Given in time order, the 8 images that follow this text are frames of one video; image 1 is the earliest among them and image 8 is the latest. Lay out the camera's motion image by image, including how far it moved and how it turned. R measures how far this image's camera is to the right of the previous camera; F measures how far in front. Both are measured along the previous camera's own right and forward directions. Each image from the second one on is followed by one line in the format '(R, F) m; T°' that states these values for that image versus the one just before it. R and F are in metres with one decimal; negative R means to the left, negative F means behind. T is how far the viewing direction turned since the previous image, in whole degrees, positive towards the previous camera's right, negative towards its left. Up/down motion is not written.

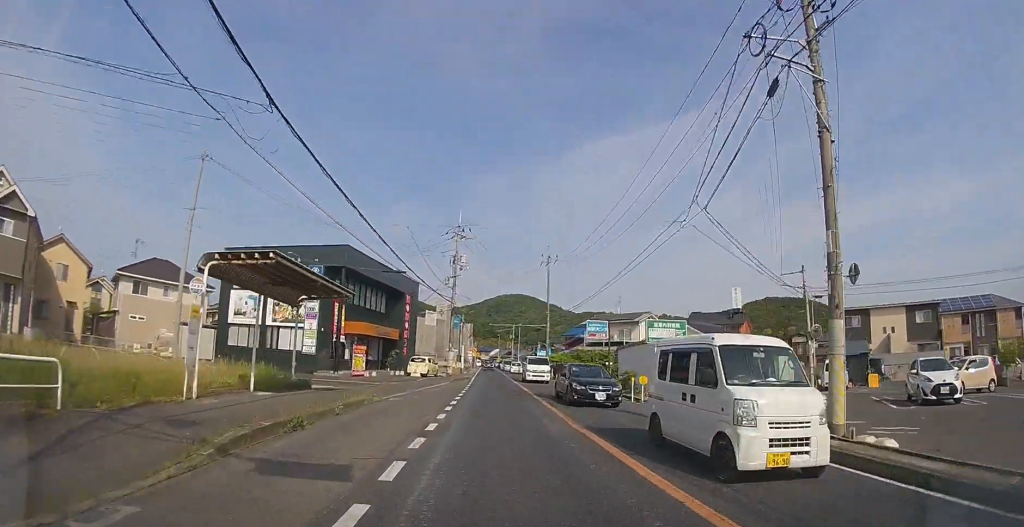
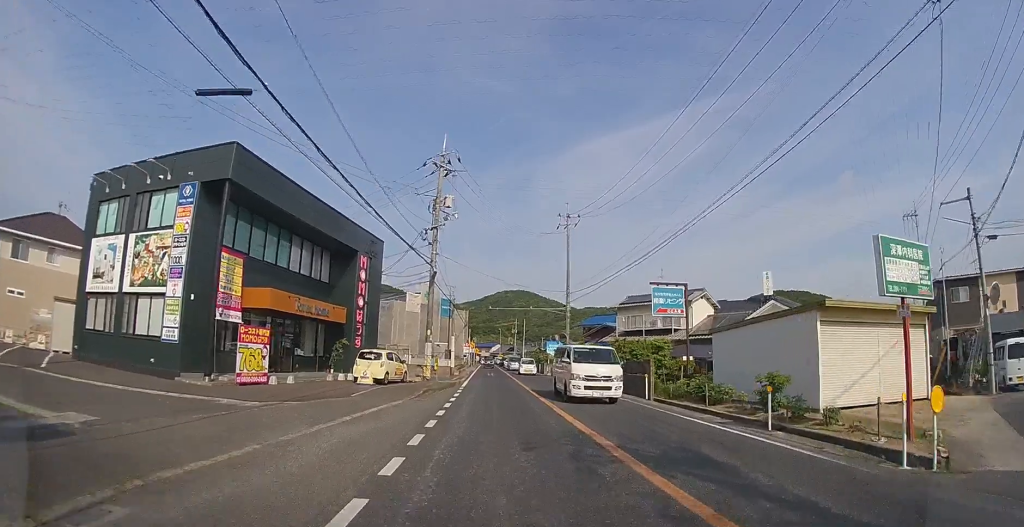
(-0.1, +13.9) m; 0°
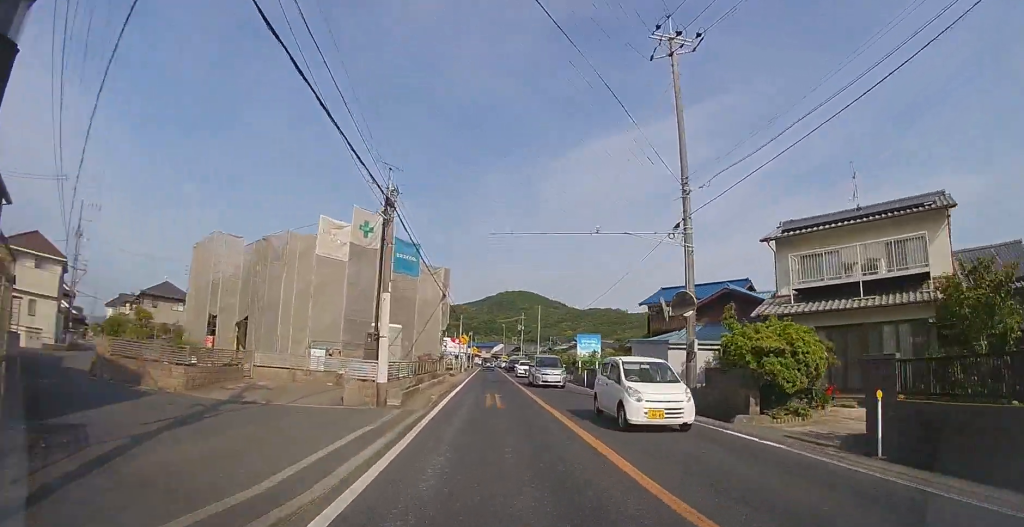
(0.0, +24.6) m; 0°
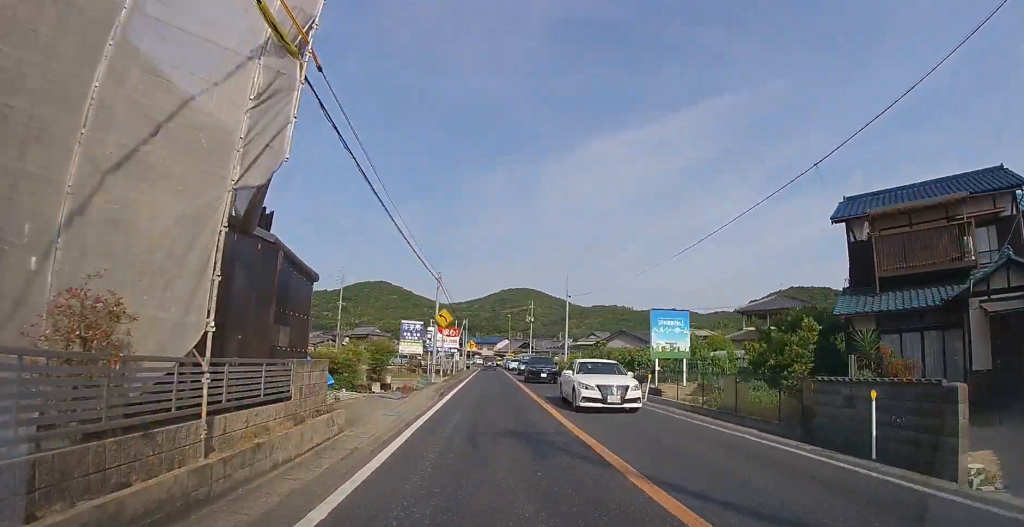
(-0.1, +22.4) m; 0°
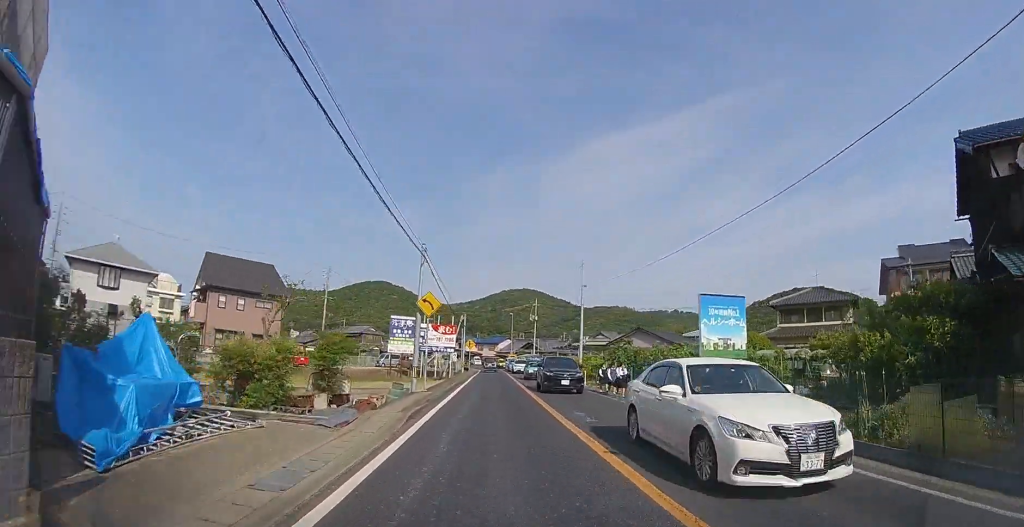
(0.0, +6.4) m; 0°
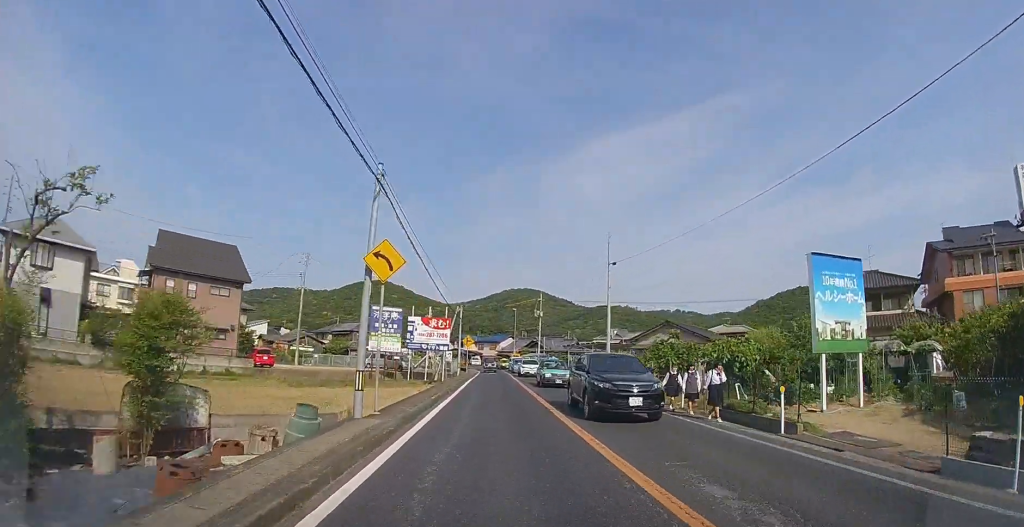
(0.0, +8.0) m; 0°
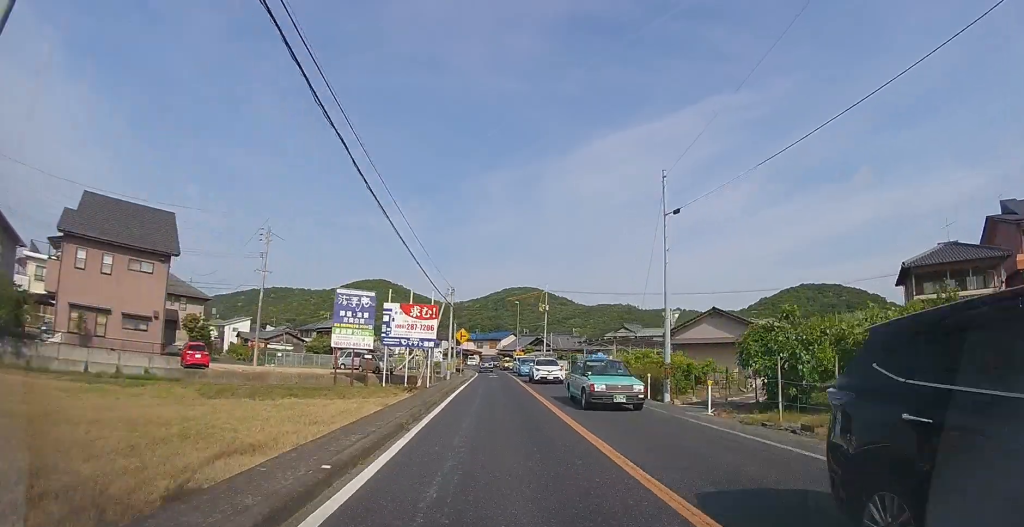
(0.0, +9.1) m; 0°
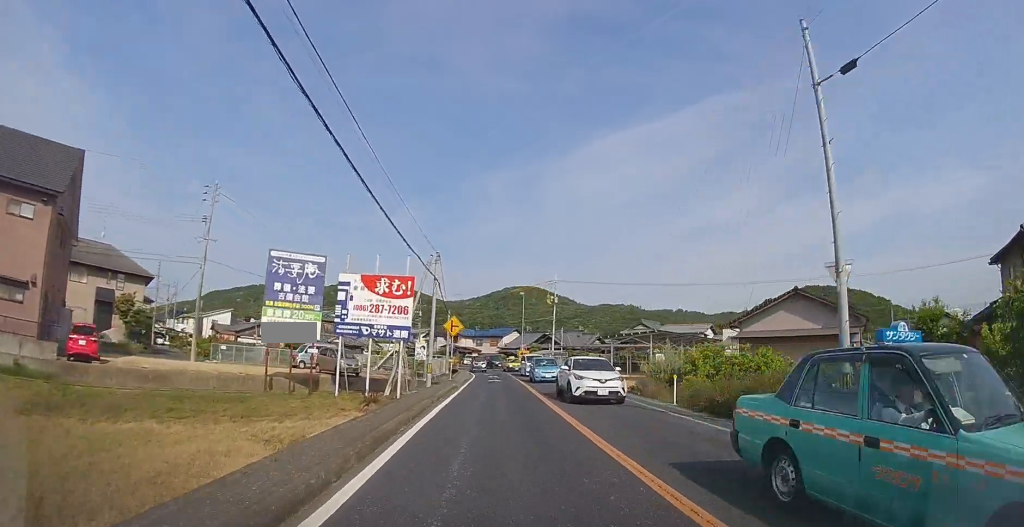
(0.0, +10.1) m; 0°
